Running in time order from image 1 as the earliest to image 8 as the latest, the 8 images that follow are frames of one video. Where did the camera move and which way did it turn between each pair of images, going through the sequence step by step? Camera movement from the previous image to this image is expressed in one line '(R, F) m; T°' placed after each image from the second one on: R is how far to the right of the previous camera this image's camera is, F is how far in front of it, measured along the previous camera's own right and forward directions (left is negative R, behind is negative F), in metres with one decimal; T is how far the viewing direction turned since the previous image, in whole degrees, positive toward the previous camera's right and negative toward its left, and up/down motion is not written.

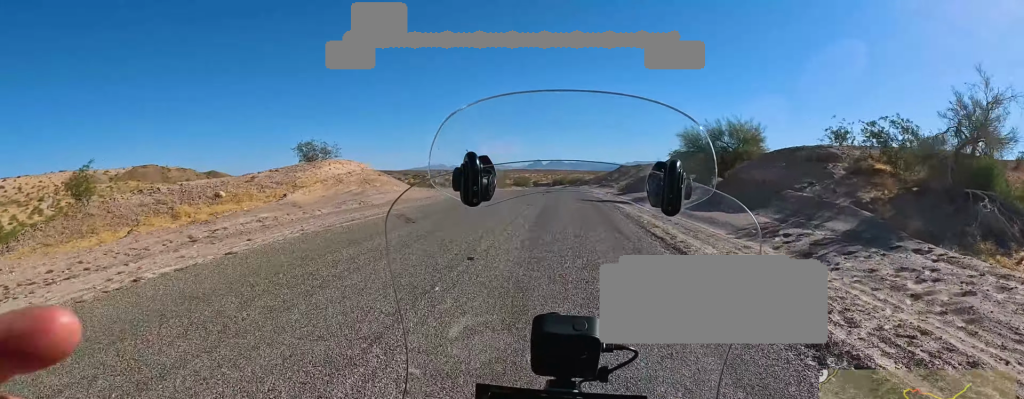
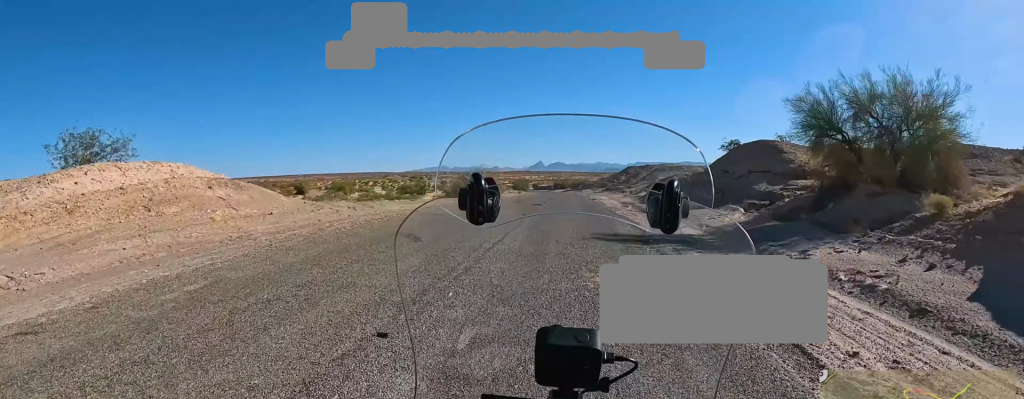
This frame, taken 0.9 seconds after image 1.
(-0.3, +17.4) m; -1°
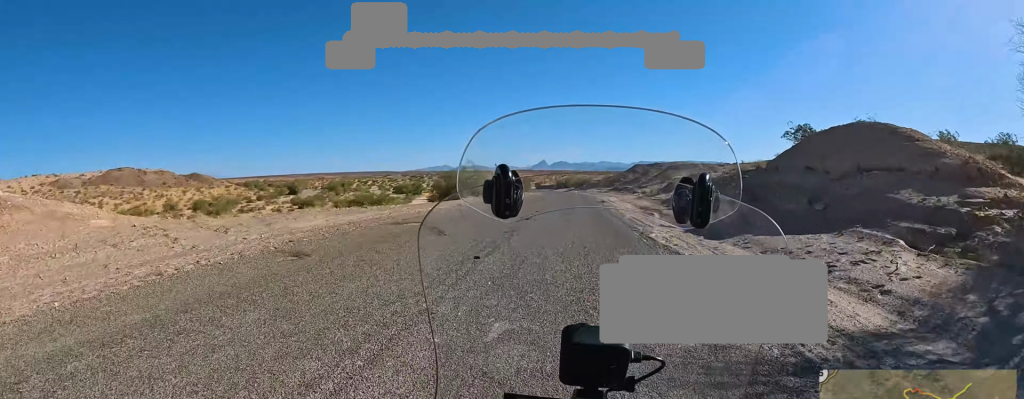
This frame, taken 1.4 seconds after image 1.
(0.0, +10.1) m; 0°
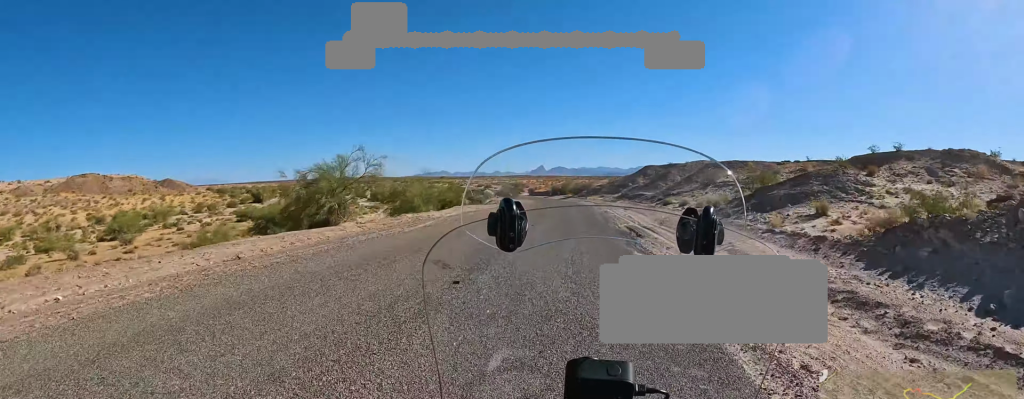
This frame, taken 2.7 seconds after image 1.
(0.0, +26.9) m; 0°
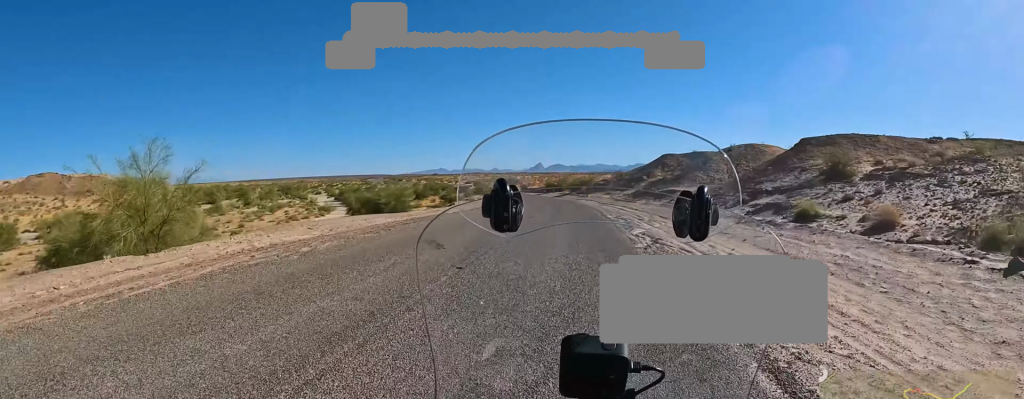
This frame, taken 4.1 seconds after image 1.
(0.0, +28.3) m; 0°
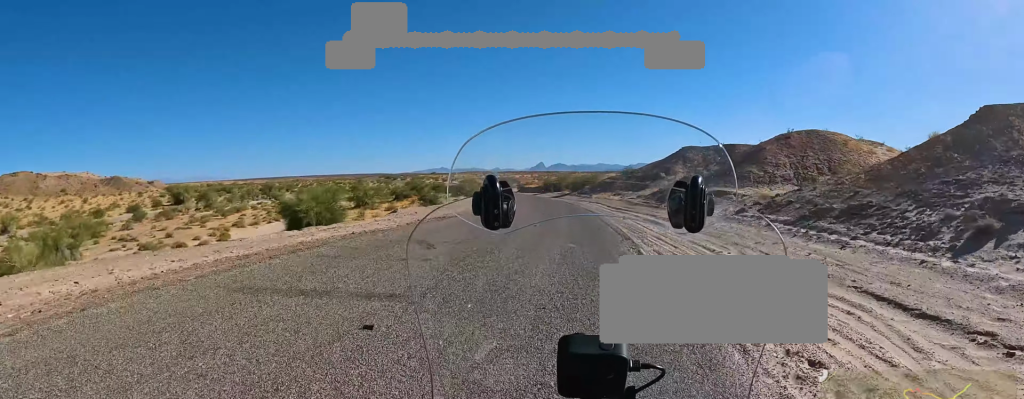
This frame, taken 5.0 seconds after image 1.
(0.0, +17.5) m; 0°
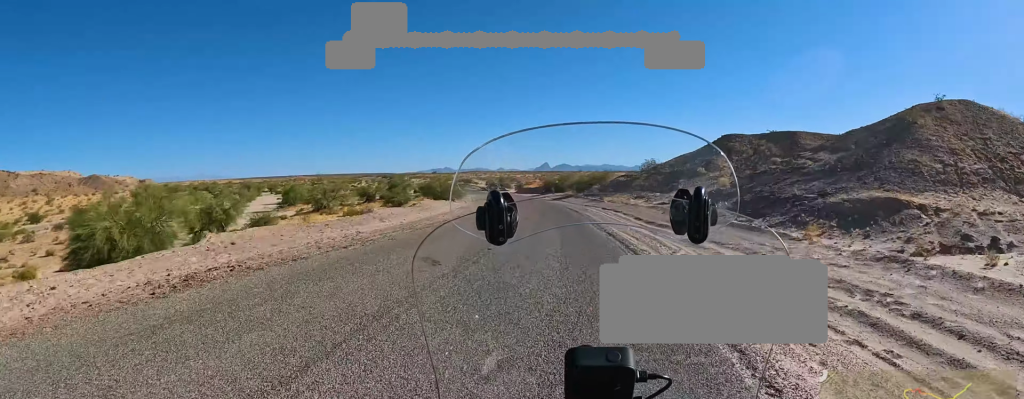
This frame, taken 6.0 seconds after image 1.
(0.0, +20.2) m; 0°
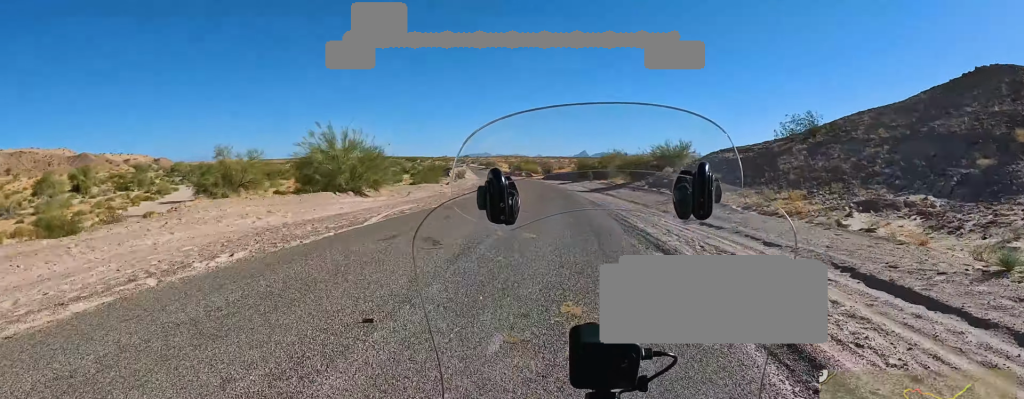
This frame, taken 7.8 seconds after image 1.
(0.0, +36.5) m; 0°
